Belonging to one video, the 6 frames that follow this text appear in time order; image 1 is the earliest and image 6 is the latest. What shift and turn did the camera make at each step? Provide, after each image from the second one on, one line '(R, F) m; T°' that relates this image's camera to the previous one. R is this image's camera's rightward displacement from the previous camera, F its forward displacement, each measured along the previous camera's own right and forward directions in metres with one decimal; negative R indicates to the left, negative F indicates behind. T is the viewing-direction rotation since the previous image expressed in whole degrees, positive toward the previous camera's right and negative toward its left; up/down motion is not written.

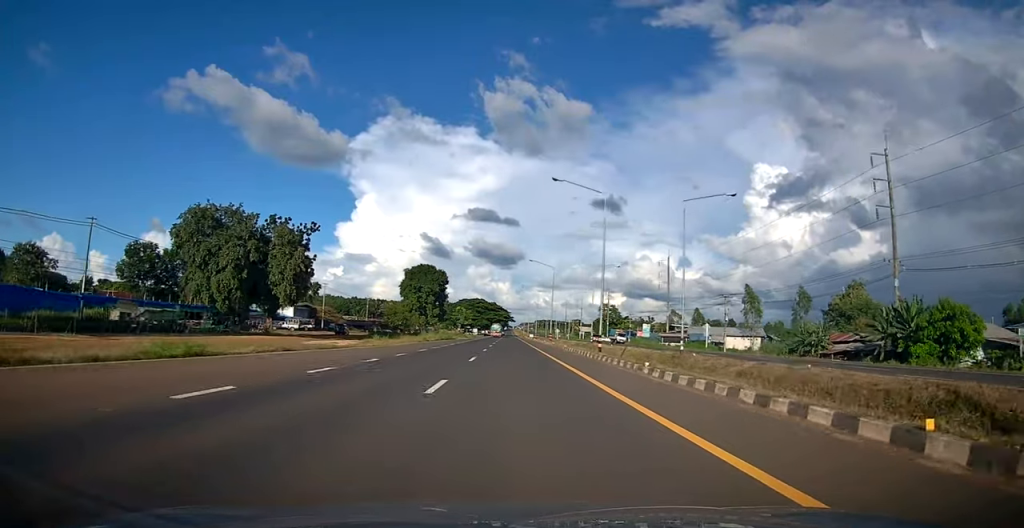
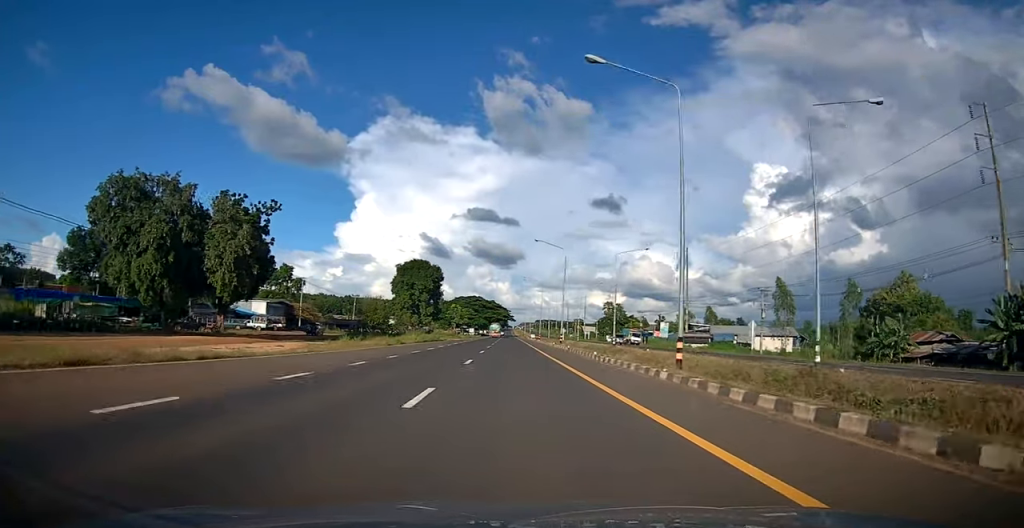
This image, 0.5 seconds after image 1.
(+0.1, +14.0) m; 0°
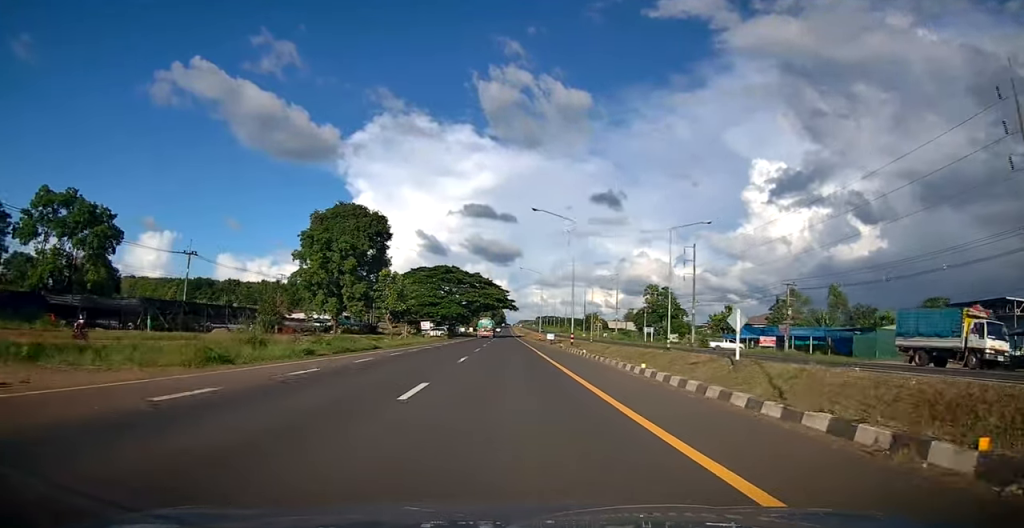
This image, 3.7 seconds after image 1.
(0.0, +83.2) m; +1°
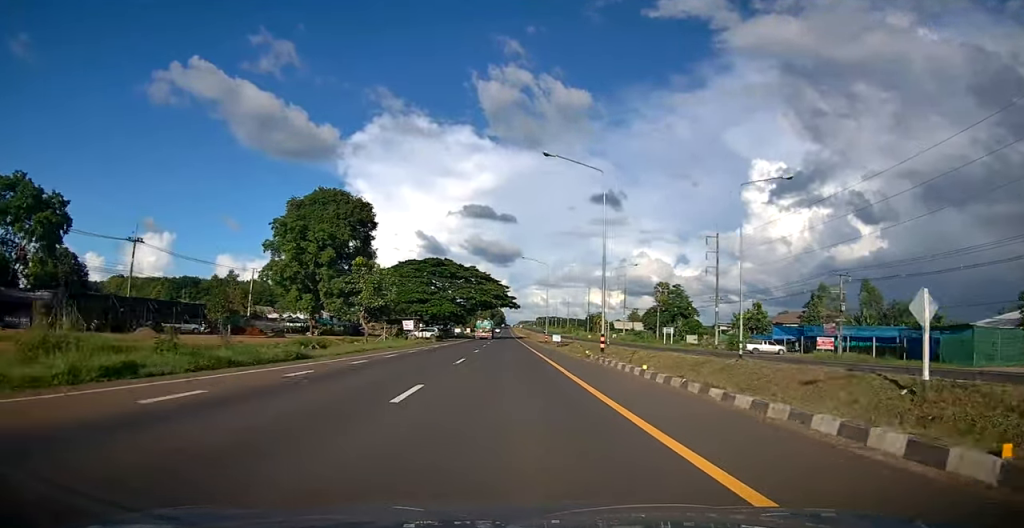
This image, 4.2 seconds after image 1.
(-0.1, +12.4) m; 0°
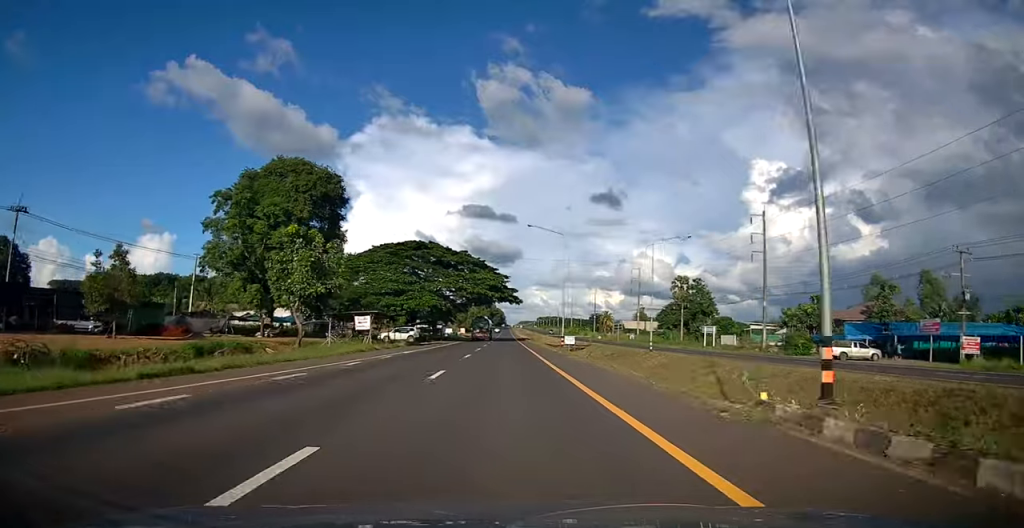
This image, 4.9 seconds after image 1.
(+0.3, +18.8) m; 0°
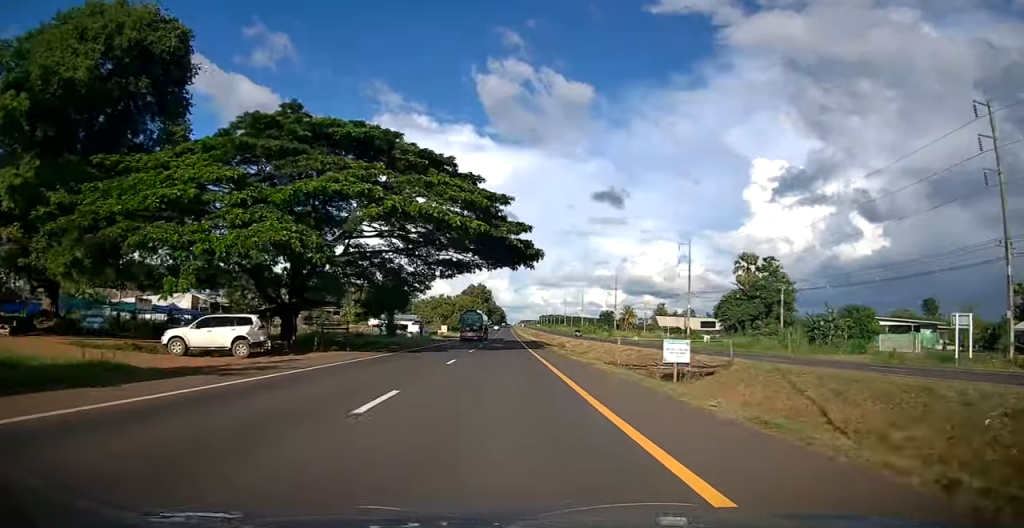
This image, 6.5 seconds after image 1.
(-0.6, +42.7) m; -1°
